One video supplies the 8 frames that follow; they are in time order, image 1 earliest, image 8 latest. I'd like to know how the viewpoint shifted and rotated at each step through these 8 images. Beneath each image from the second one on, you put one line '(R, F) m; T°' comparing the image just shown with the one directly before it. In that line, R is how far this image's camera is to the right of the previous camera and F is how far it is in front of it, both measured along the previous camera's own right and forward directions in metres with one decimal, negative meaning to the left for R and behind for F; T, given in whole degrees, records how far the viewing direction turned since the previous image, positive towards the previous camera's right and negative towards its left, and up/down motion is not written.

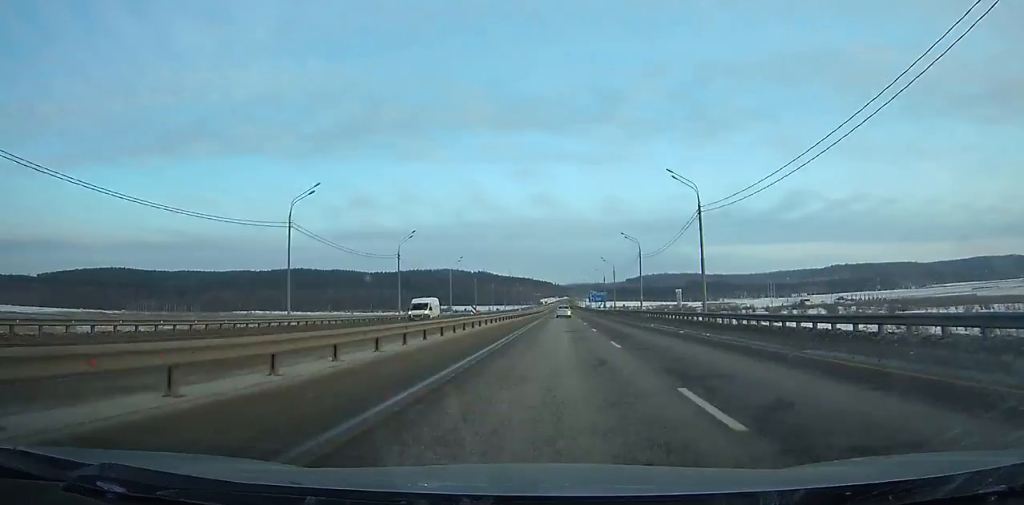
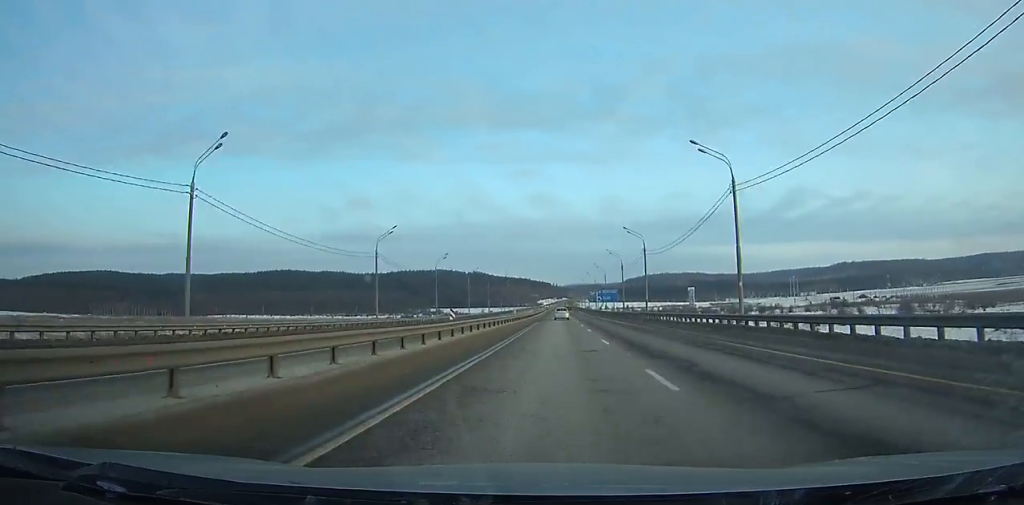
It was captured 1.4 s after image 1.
(-0.1, +43.9) m; 0°
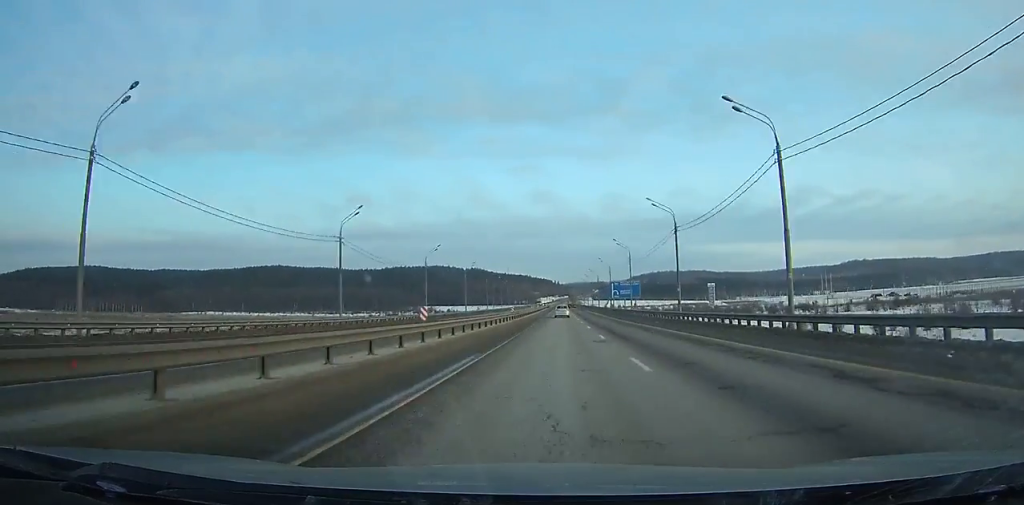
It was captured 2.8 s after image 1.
(0.0, +43.9) m; 0°
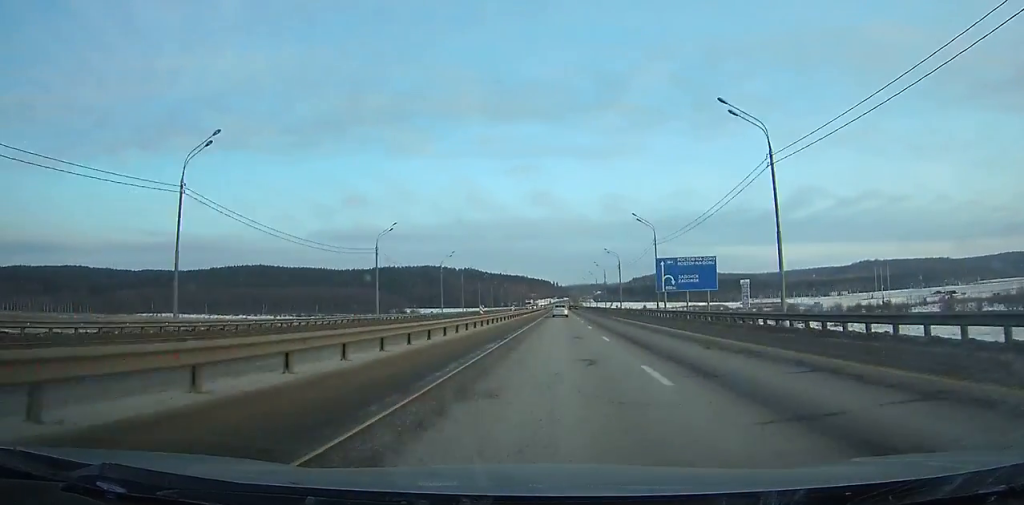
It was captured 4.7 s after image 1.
(0.0, +60.5) m; 0°
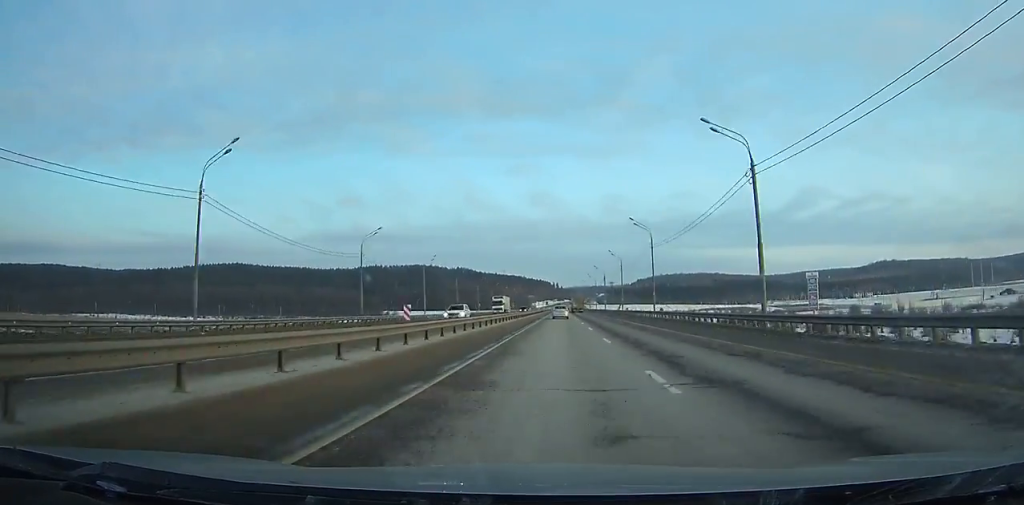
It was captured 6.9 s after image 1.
(0.0, +70.5) m; 0°
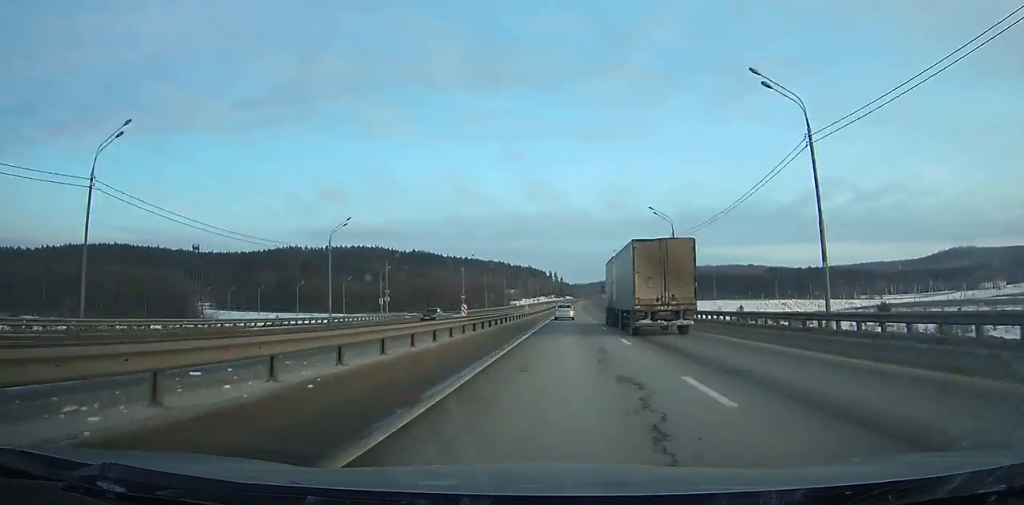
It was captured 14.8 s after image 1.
(0.0, +255.7) m; +1°
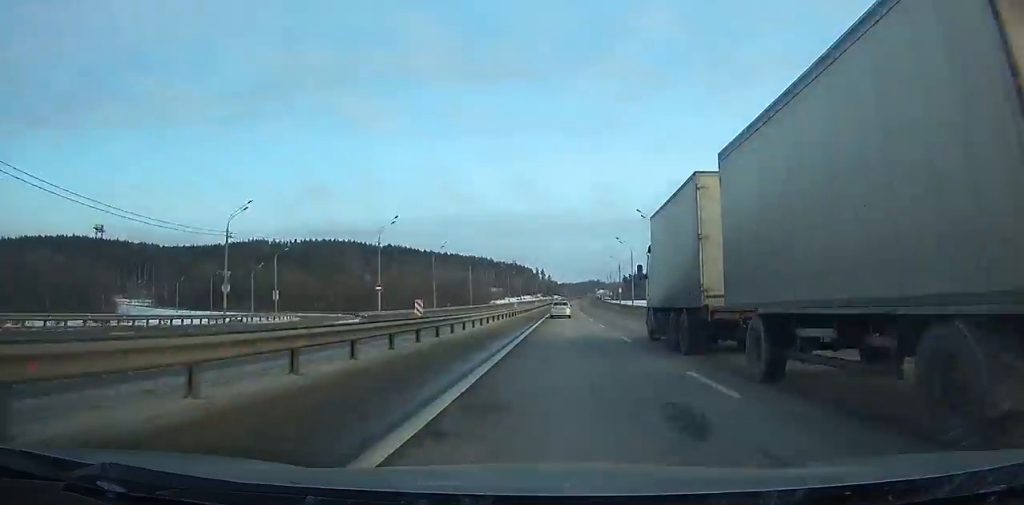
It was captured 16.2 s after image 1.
(+0.4, +44.6) m; +1°
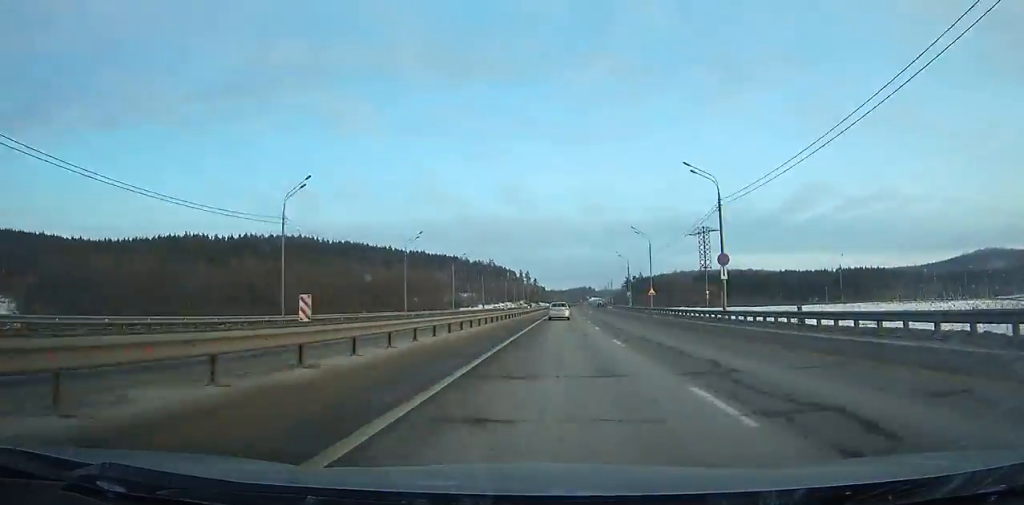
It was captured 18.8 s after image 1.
(+0.8, +81.9) m; +1°
